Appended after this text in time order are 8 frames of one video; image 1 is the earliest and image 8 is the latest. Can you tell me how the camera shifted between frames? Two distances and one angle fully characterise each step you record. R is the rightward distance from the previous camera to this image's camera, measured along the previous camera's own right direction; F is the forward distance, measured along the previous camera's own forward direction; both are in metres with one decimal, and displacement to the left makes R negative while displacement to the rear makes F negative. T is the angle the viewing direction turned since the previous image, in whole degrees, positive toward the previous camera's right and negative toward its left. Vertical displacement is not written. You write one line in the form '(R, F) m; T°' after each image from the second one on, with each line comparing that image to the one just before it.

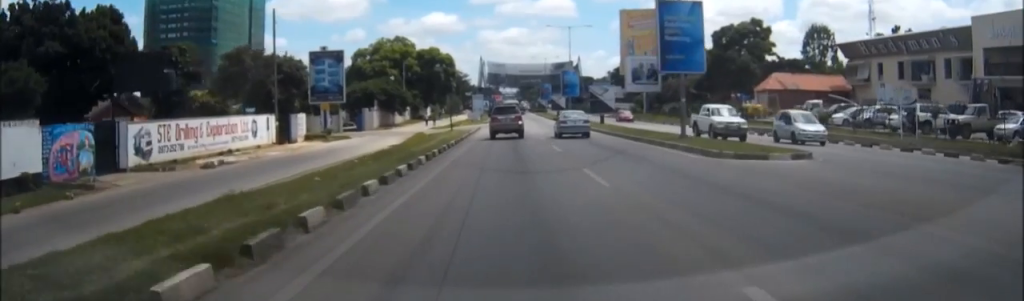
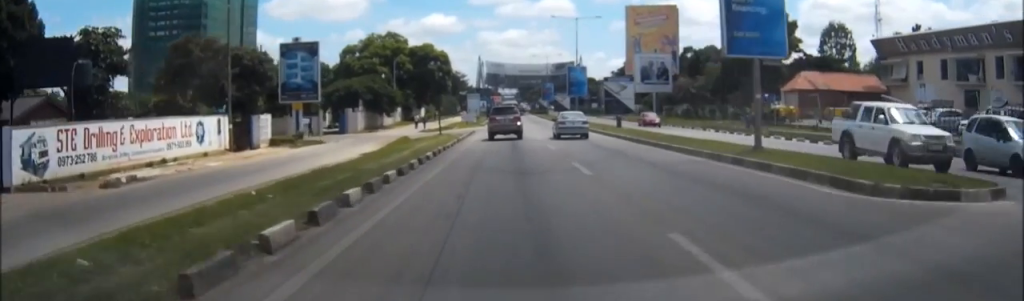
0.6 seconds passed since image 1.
(-0.1, +9.5) m; 0°
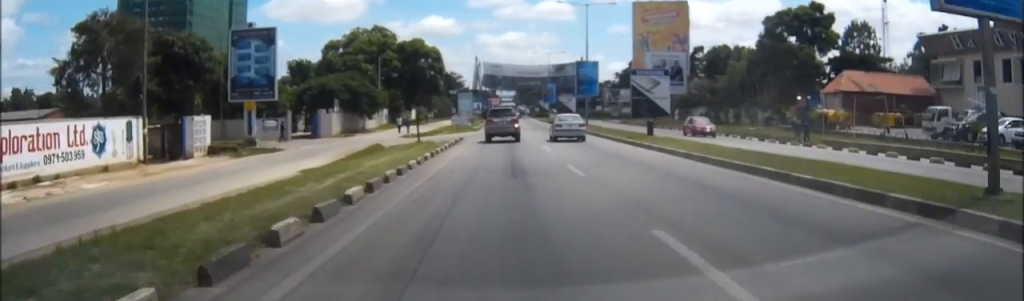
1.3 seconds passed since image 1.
(+0.1, +11.7) m; 0°
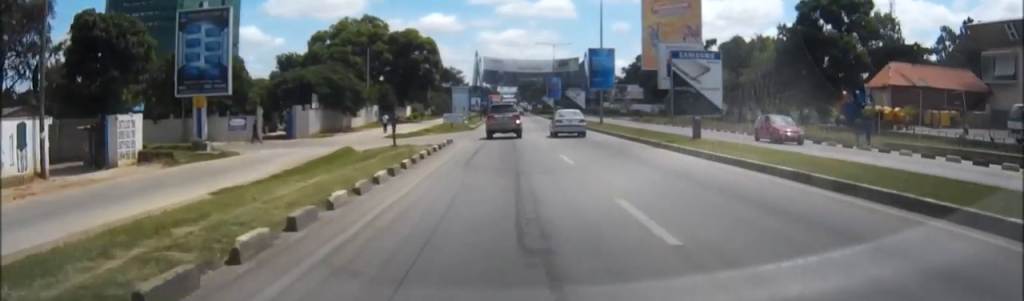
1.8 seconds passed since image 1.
(0.0, +9.3) m; 0°
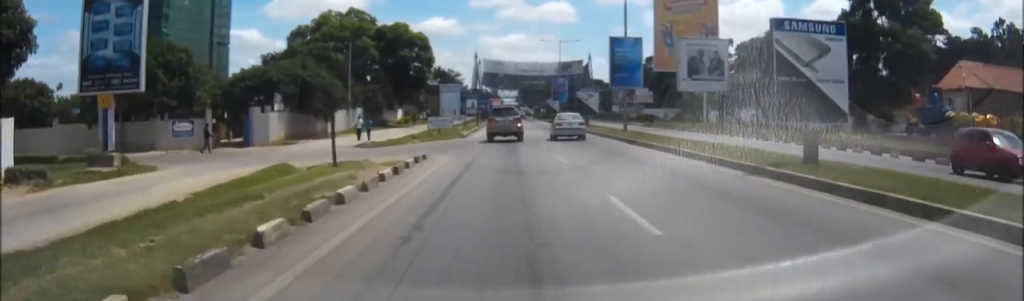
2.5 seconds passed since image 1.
(0.0, +11.4) m; 0°
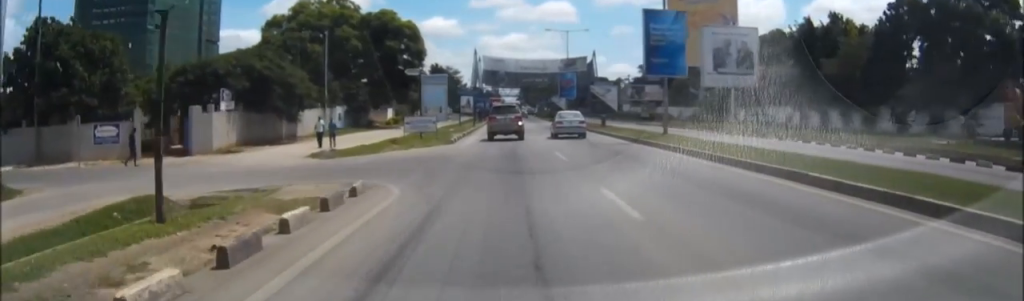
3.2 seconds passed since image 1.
(0.0, +11.1) m; 0°
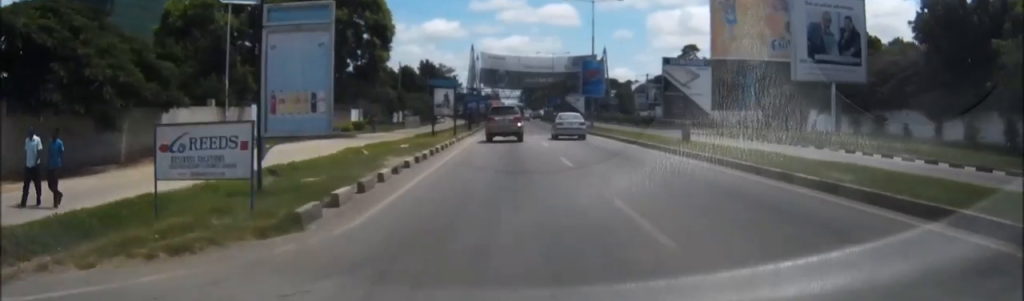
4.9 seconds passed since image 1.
(0.0, +26.2) m; 0°
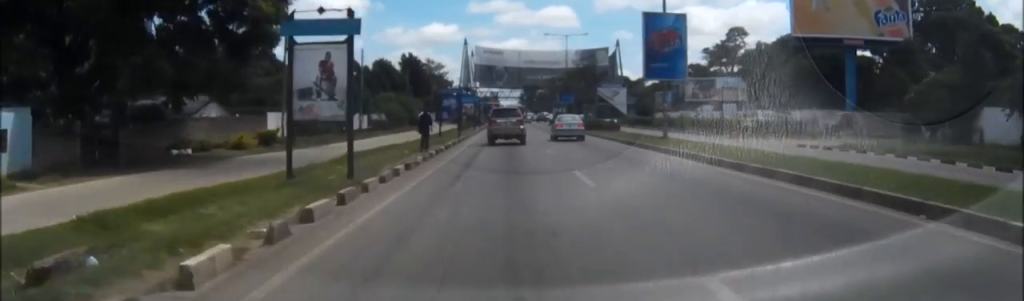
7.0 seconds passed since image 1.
(0.0, +30.1) m; 0°
